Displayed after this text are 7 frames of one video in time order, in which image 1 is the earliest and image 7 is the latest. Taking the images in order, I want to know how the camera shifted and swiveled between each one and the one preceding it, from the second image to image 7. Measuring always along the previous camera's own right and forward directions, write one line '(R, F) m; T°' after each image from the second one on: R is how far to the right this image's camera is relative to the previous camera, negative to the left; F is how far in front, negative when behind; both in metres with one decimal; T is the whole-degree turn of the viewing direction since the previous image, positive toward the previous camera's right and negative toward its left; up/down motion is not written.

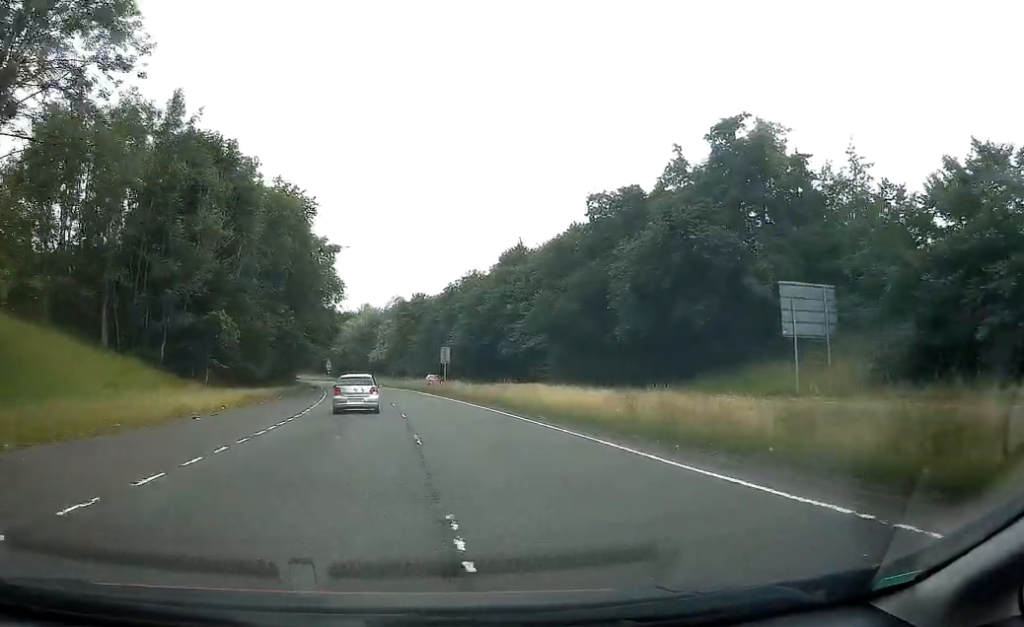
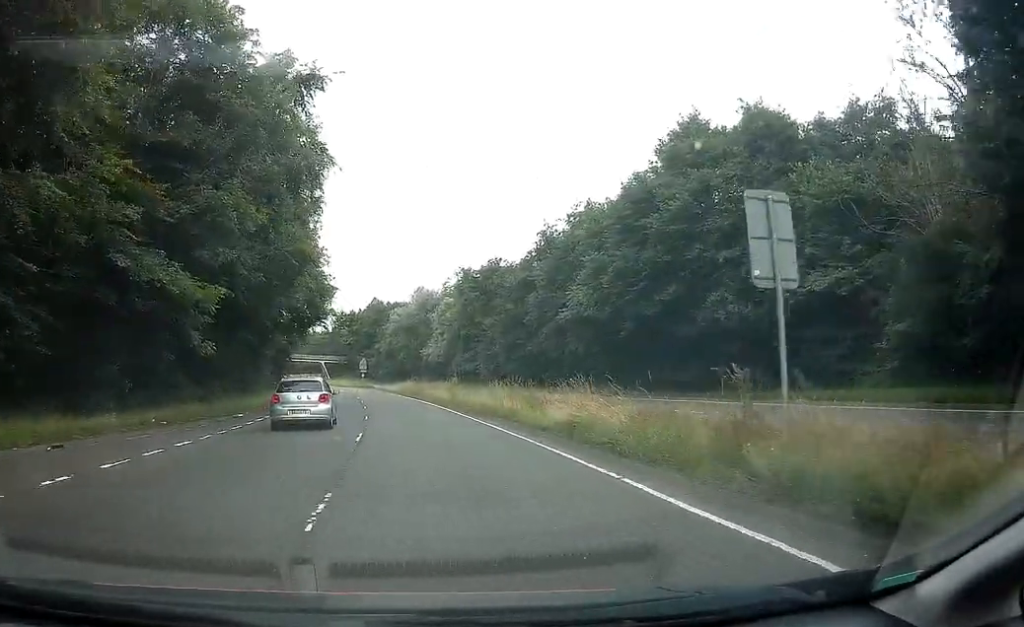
(-1.5, +43.5) m; -5°
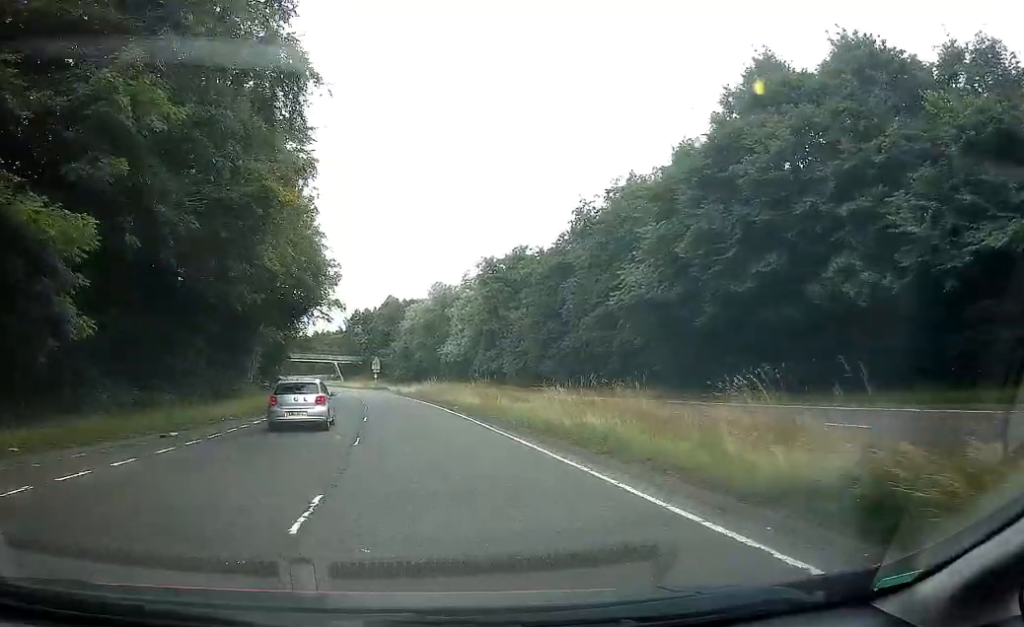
(-0.1, +10.5) m; -1°
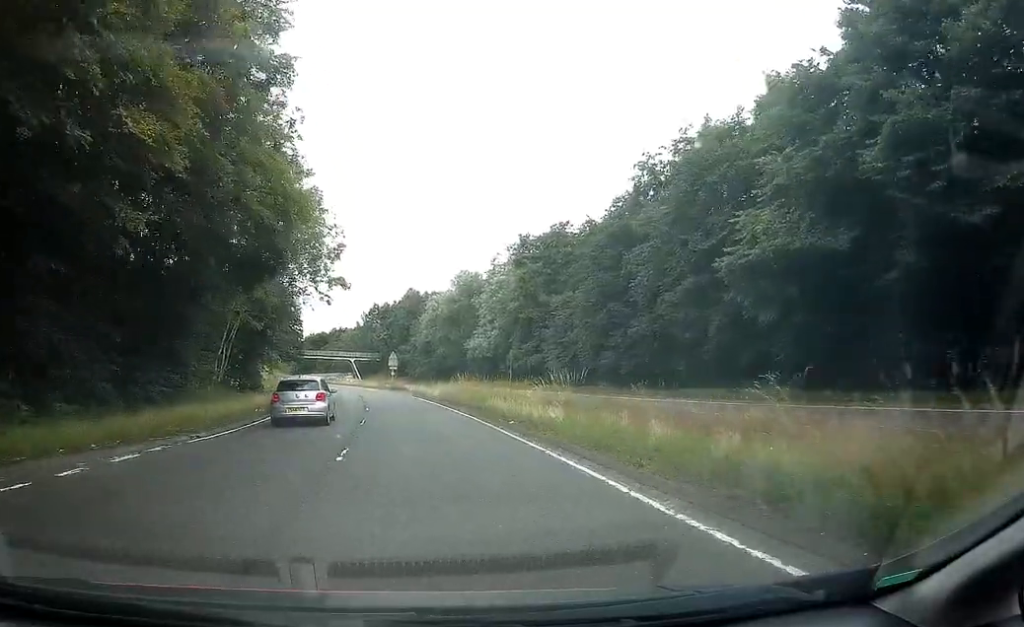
(-0.1, +14.3) m; -1°
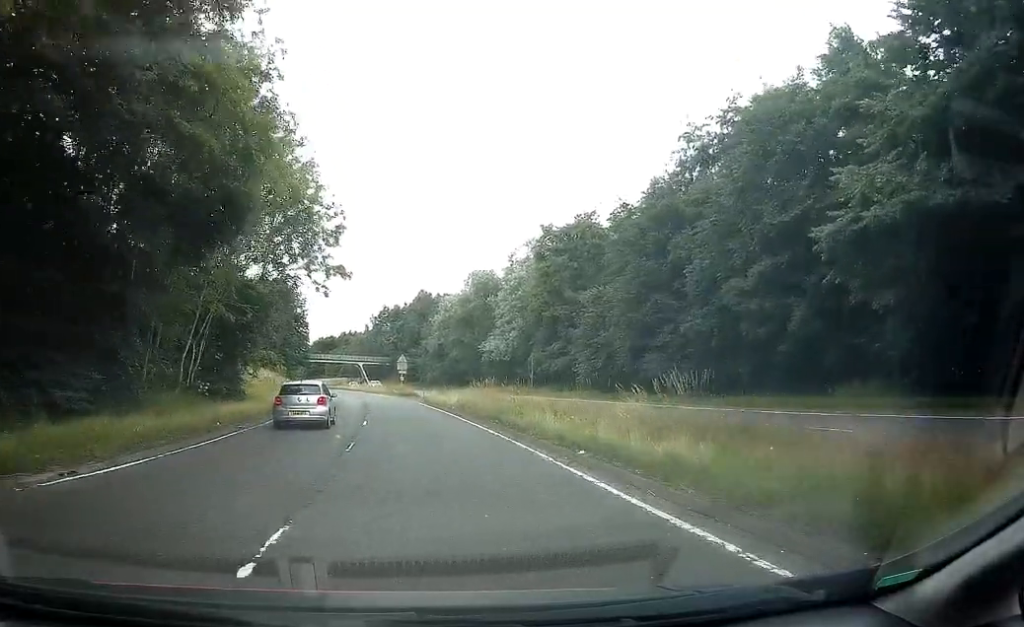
(0.0, +7.0) m; -1°
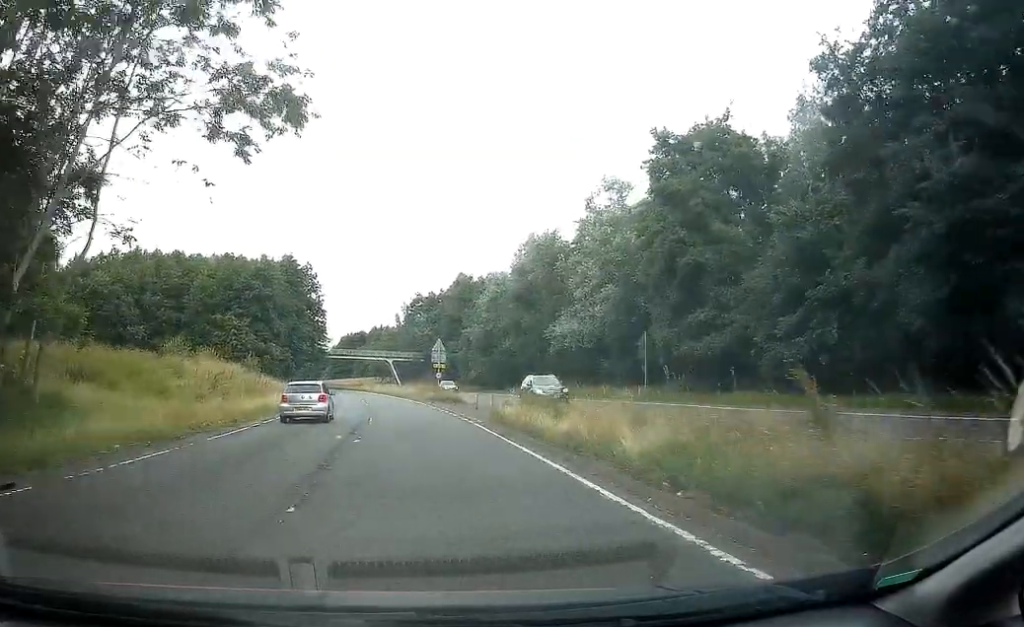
(-0.9, +25.9) m; -4°
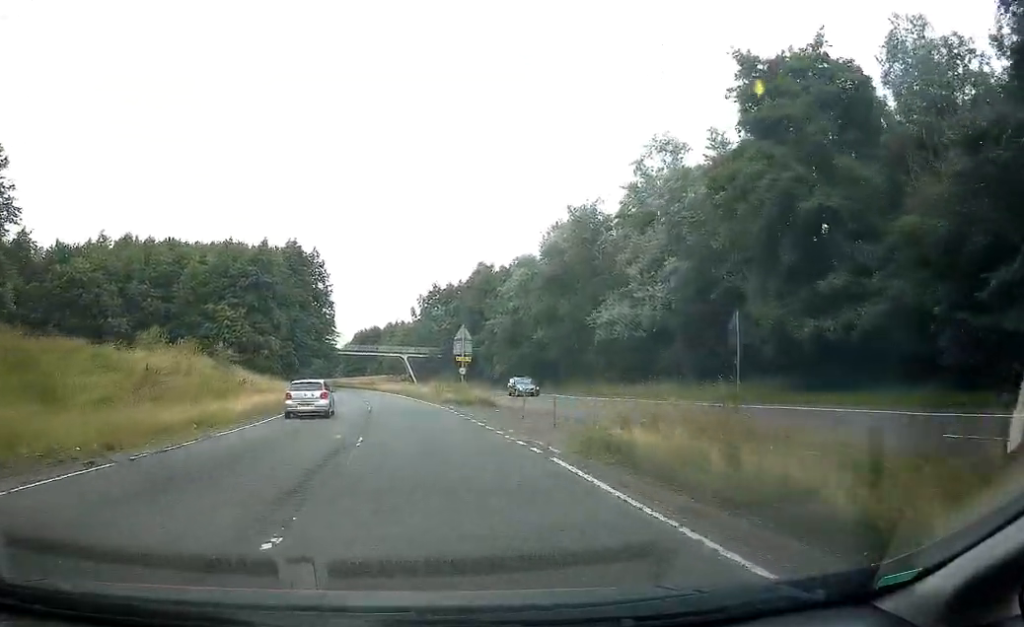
(-0.2, +10.7) m; -2°
